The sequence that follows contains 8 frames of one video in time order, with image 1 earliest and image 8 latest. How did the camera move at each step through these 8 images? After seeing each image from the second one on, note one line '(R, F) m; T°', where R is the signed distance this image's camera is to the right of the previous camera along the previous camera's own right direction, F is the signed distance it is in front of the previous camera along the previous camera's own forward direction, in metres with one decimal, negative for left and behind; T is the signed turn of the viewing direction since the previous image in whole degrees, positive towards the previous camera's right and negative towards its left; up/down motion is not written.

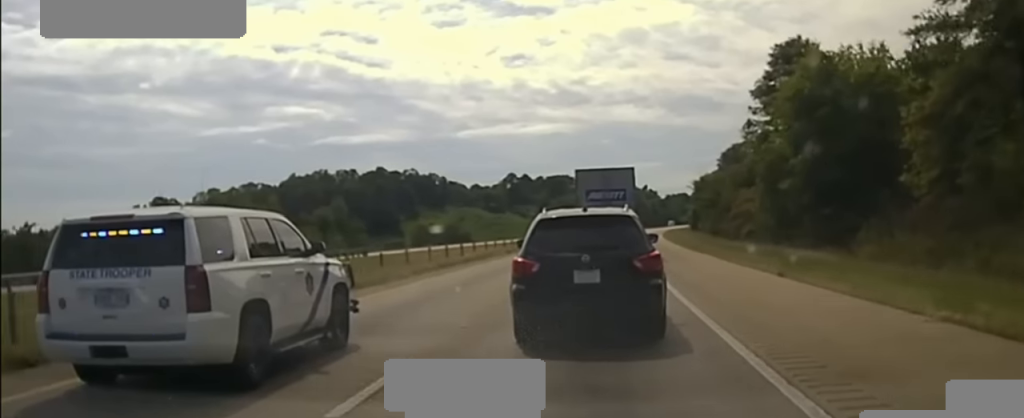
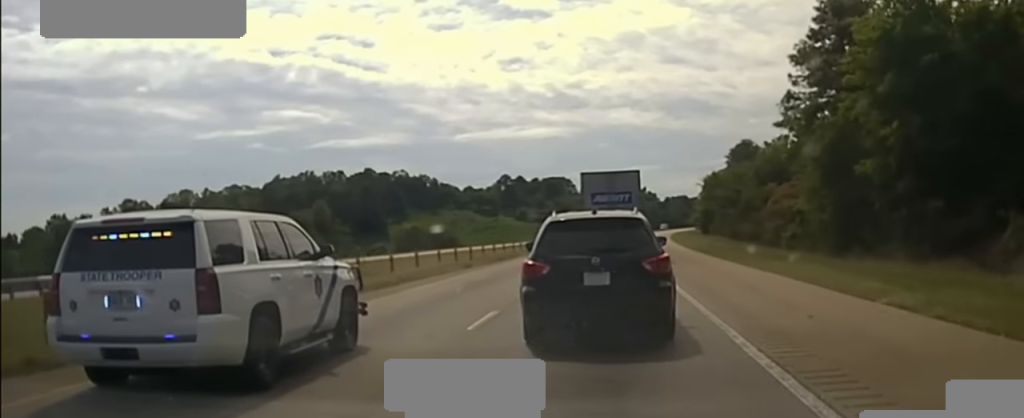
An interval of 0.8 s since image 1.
(+0.1, +17.1) m; +1°
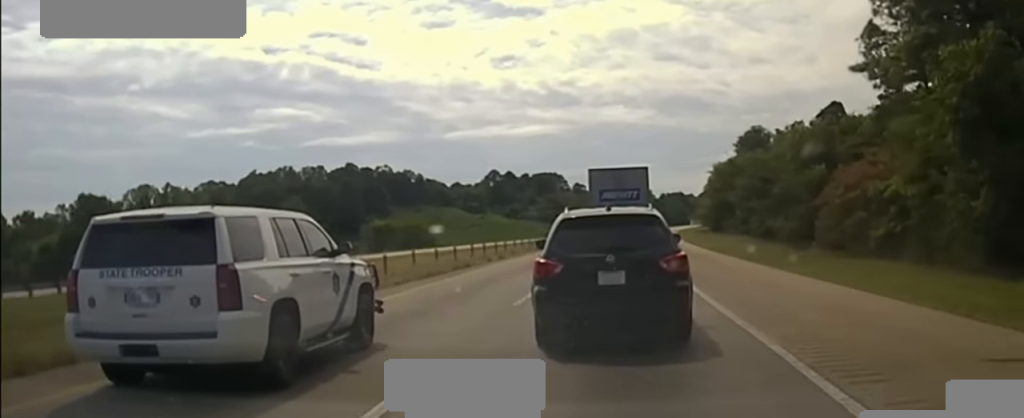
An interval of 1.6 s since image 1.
(+0.2, +20.5) m; +1°
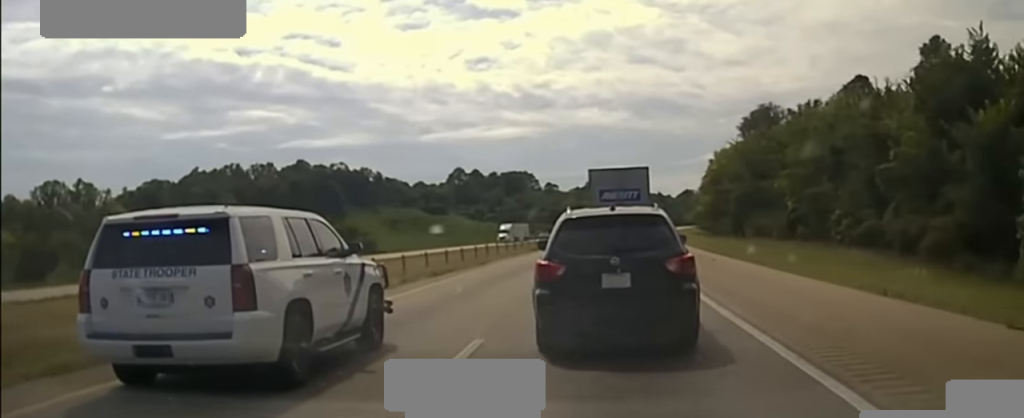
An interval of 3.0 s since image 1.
(+0.4, +33.7) m; +2°
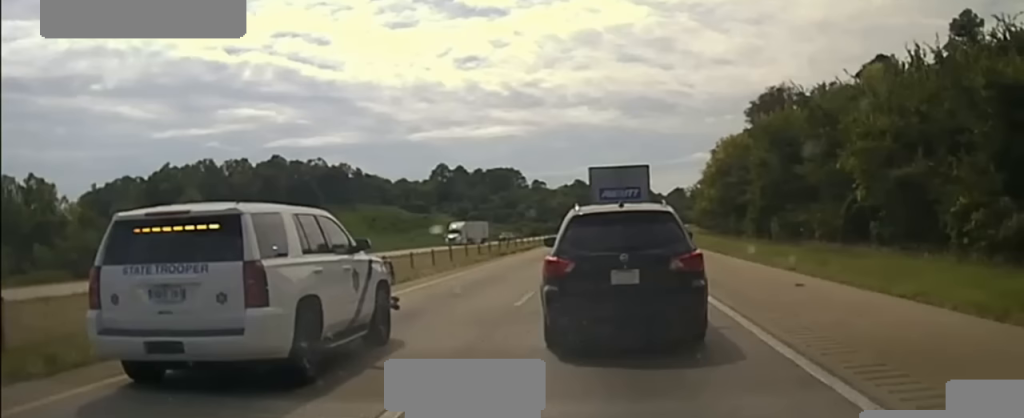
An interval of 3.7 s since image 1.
(+0.2, +18.0) m; +1°
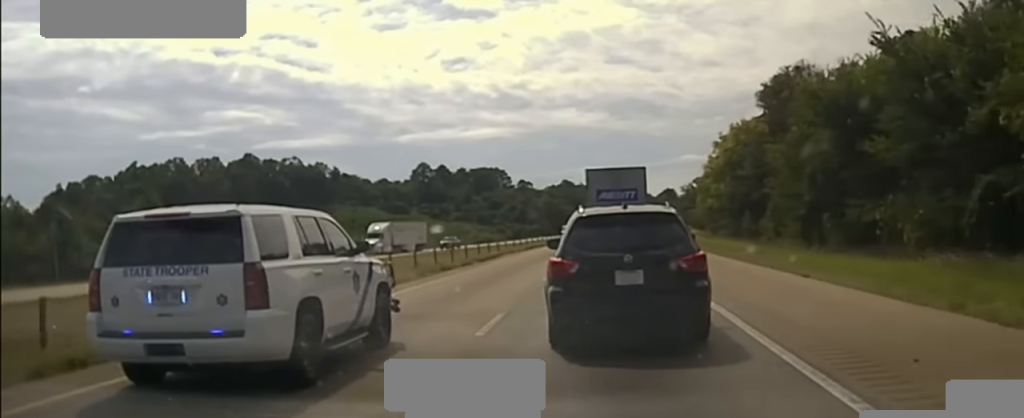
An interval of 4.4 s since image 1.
(+0.1, +17.9) m; 0°
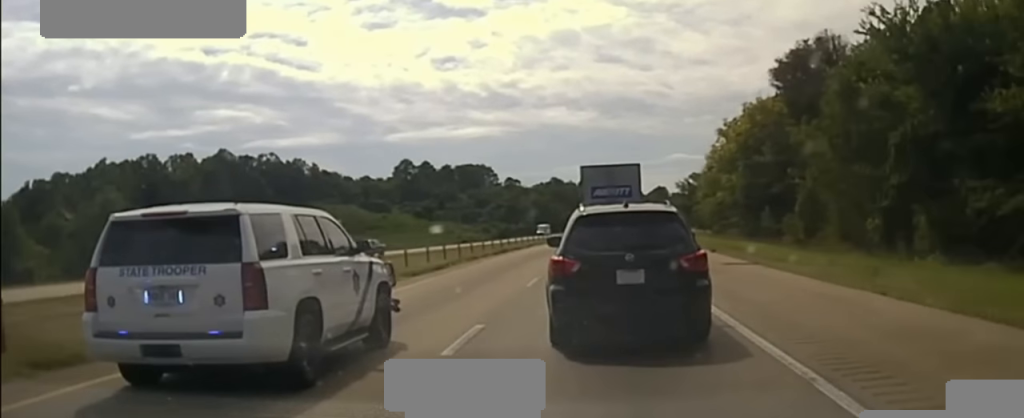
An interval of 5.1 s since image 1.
(0.0, +17.3) m; 0°
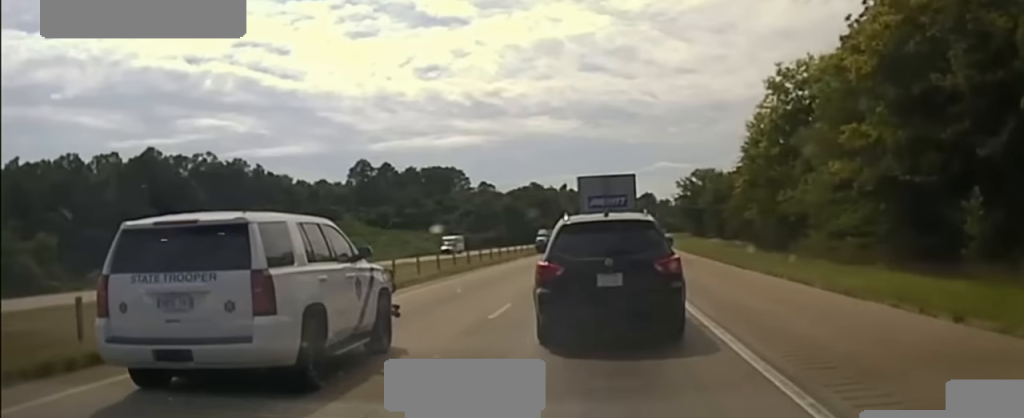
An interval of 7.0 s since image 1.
(+1.1, +42.8) m; +3°
